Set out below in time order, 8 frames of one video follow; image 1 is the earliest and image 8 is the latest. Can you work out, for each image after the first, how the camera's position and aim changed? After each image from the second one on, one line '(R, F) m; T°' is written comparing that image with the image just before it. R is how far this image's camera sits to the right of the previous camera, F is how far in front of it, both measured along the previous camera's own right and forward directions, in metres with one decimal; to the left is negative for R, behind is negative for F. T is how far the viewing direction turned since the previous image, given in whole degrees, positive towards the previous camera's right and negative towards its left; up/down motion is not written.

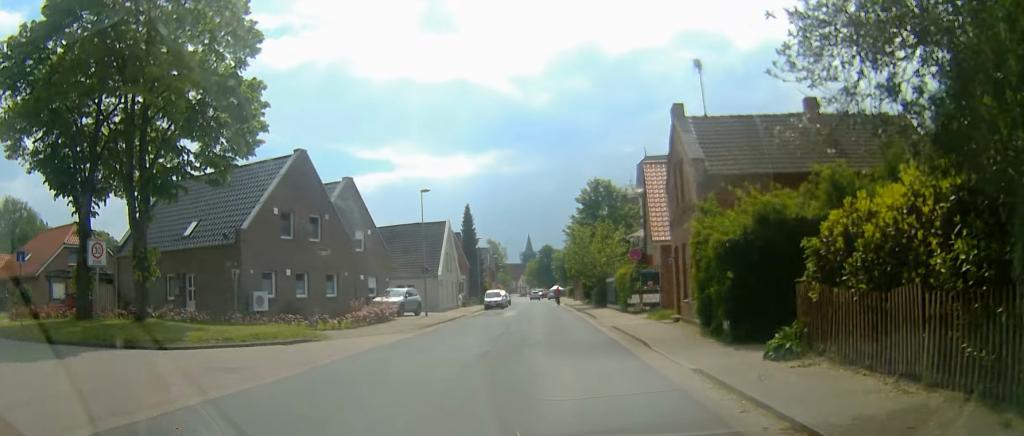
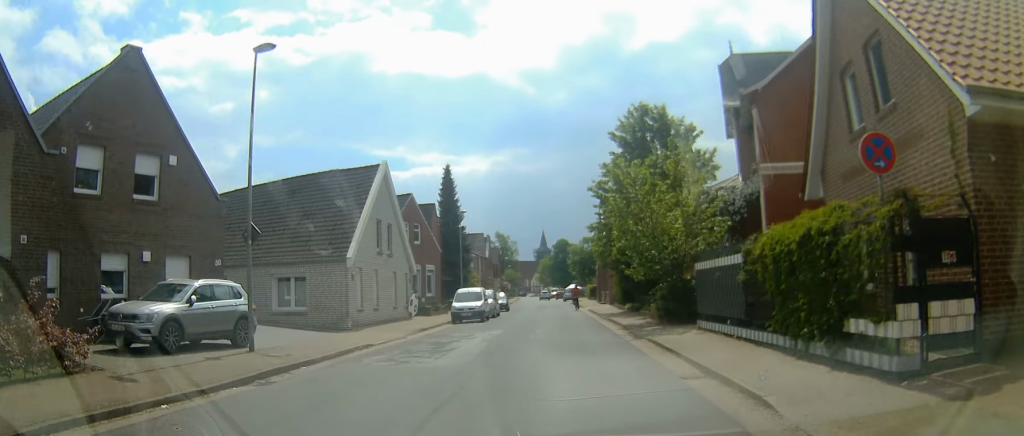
(-1.2, +24.4) m; -6°
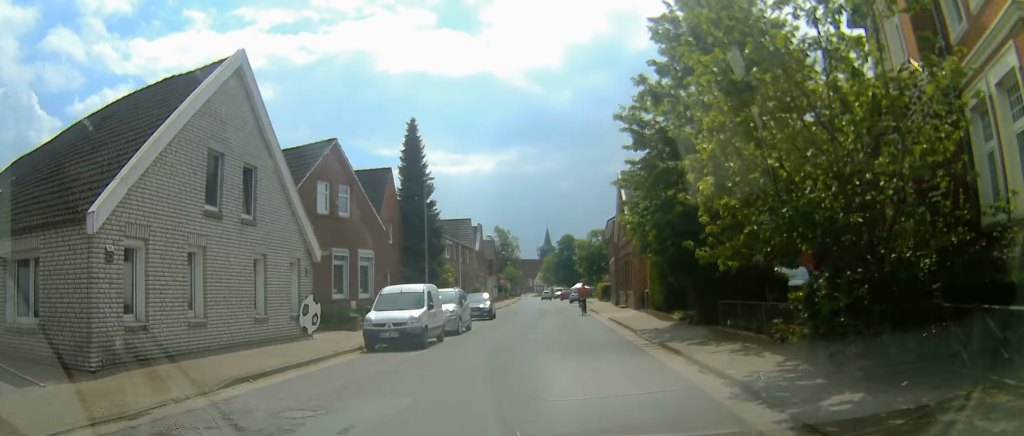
(+0.5, +15.5) m; -1°
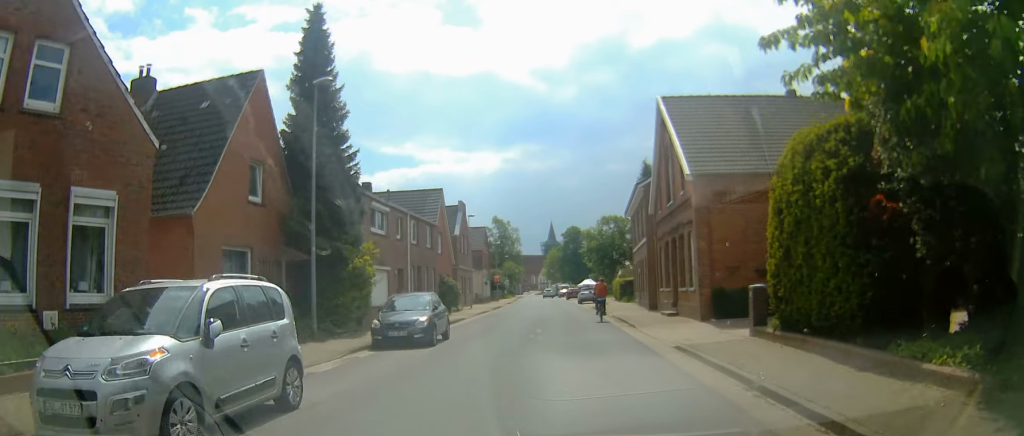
(-1.0, +18.0) m; -1°
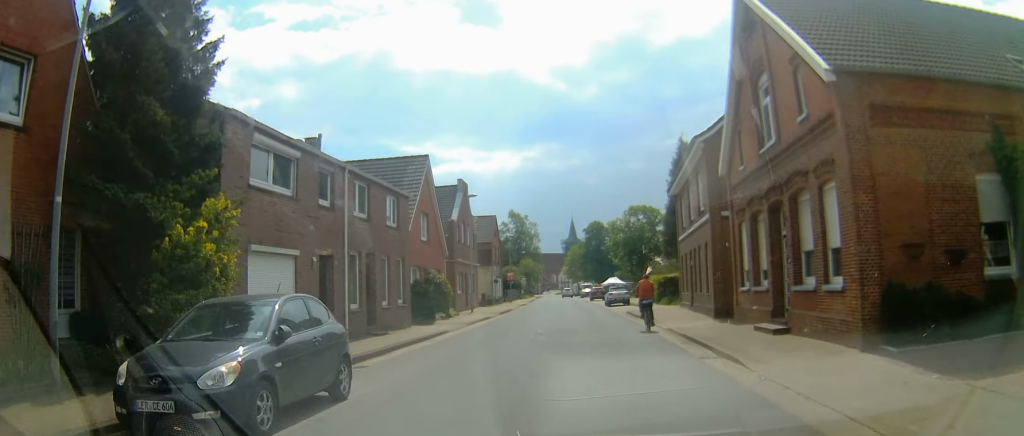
(+0.3, +11.9) m; +2°
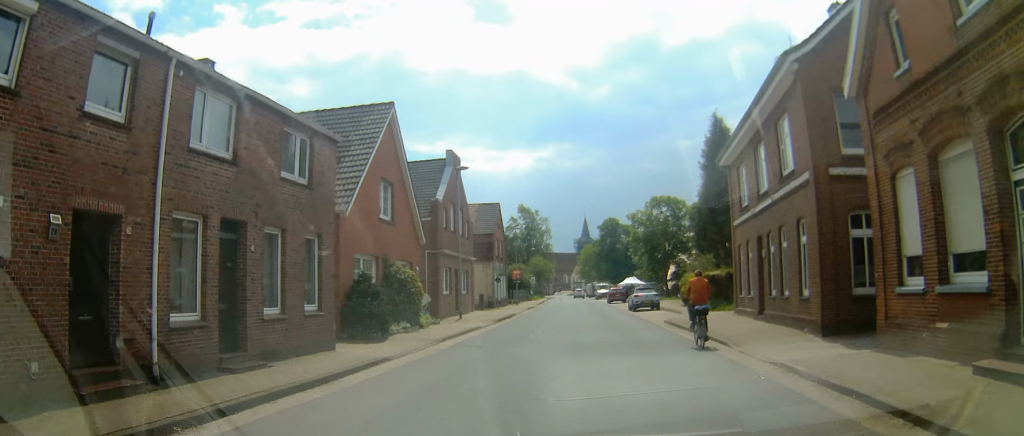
(+0.3, +10.3) m; 0°
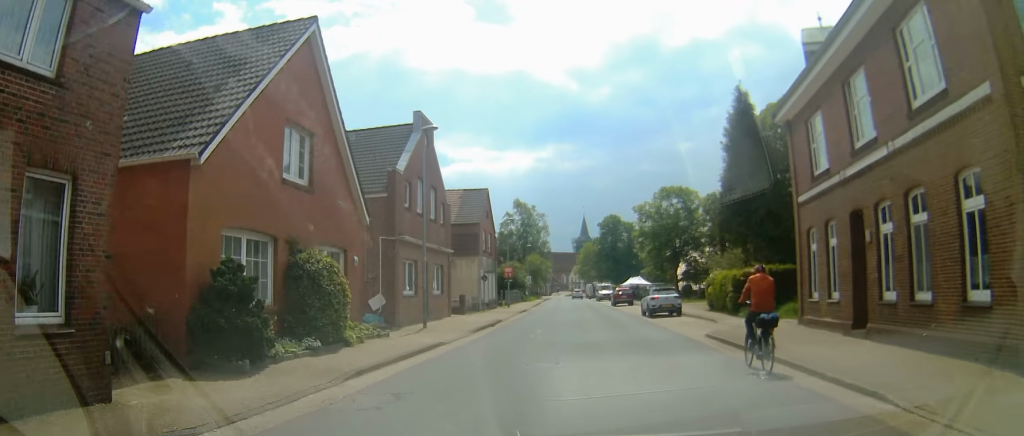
(-0.5, +8.7) m; -1°
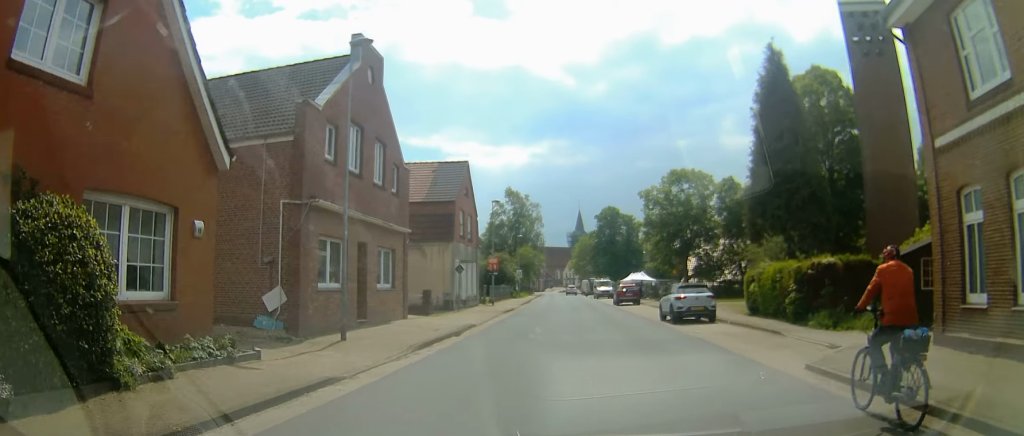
(+0.2, +9.1) m; 0°
